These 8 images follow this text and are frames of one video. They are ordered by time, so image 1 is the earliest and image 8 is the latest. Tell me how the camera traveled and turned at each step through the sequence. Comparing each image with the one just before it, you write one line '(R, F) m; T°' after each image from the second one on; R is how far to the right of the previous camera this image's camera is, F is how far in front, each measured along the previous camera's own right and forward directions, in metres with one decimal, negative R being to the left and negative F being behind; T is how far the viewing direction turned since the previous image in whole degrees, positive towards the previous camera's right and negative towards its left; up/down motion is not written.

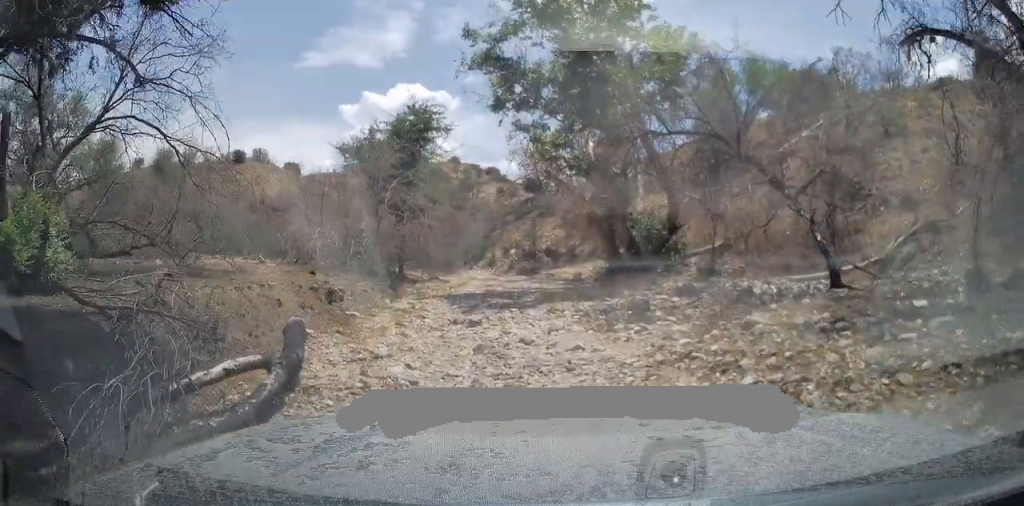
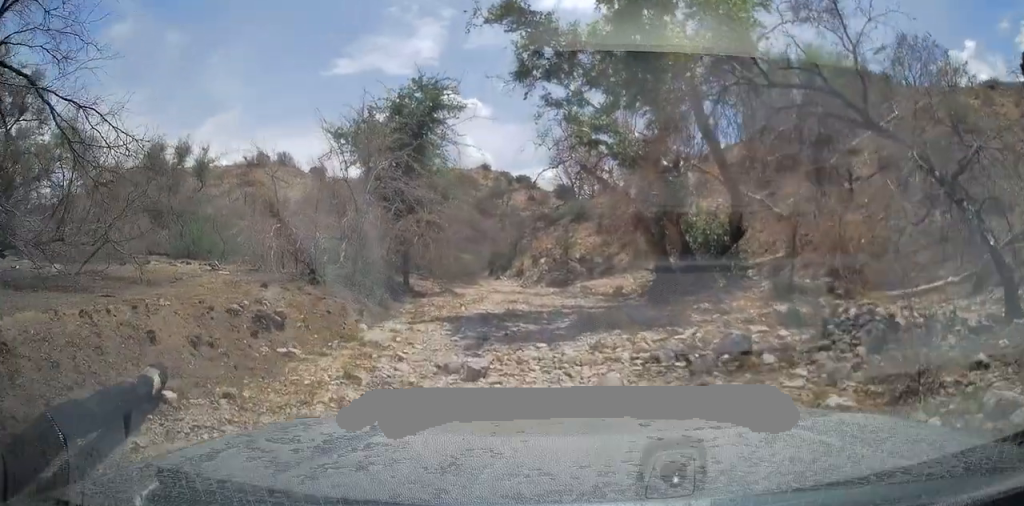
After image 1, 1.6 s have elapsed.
(-0.5, +4.2) m; +1°
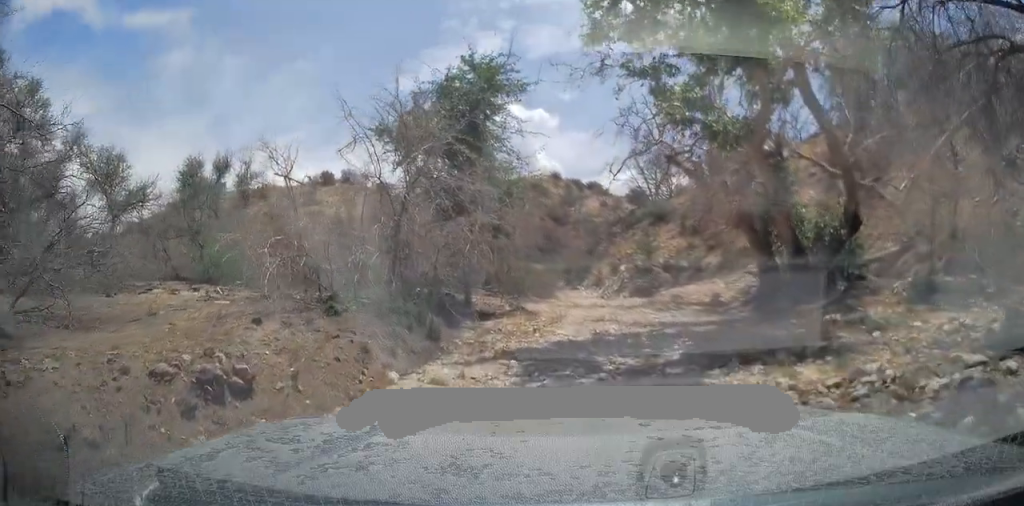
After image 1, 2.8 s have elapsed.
(+0.5, +3.3) m; +4°
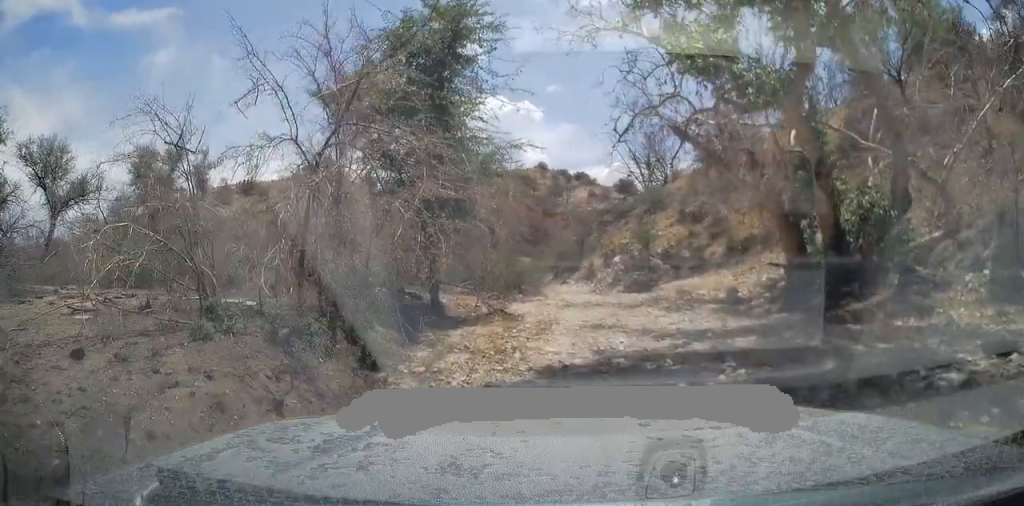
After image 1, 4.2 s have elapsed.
(-0.6, +3.5) m; -11°
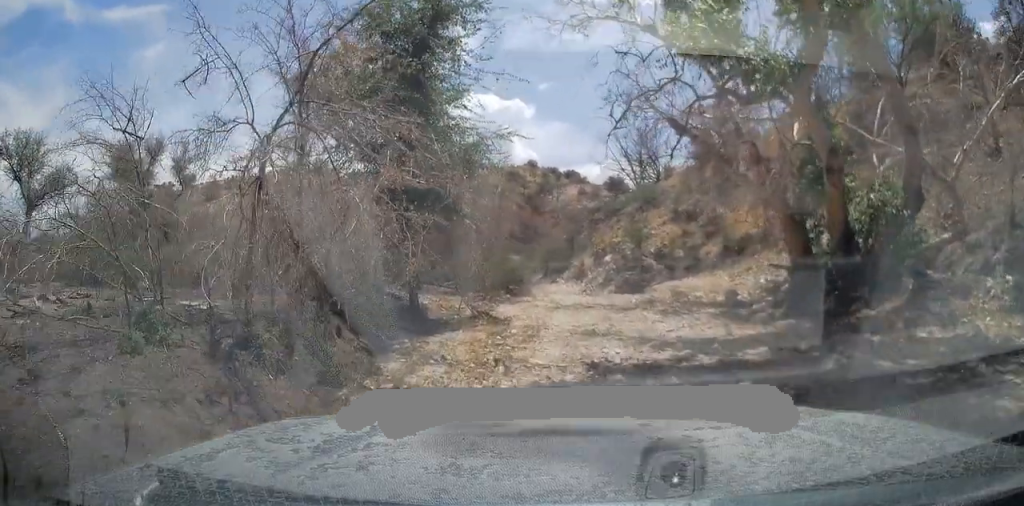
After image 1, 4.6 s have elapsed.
(0.0, +1.0) m; +7°
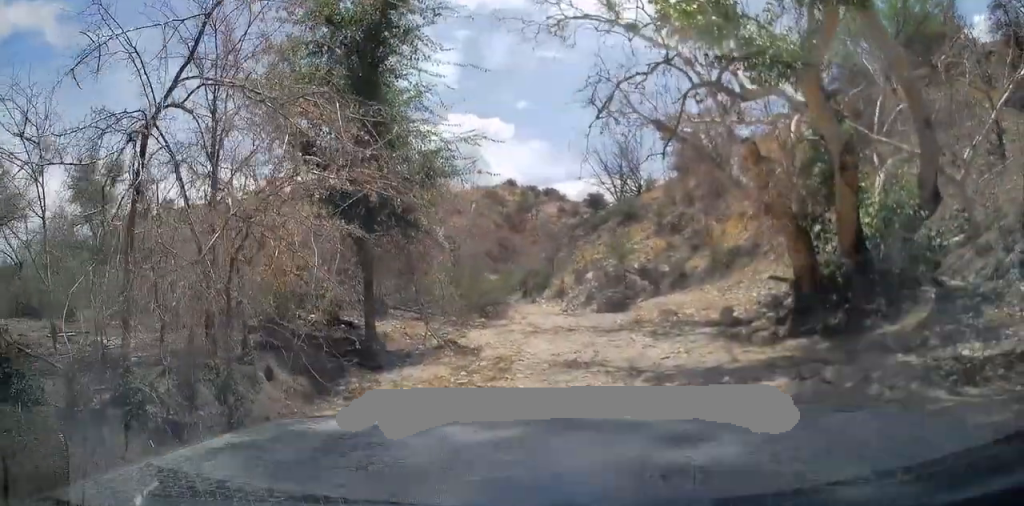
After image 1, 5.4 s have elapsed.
(+0.2, +1.7) m; +7°
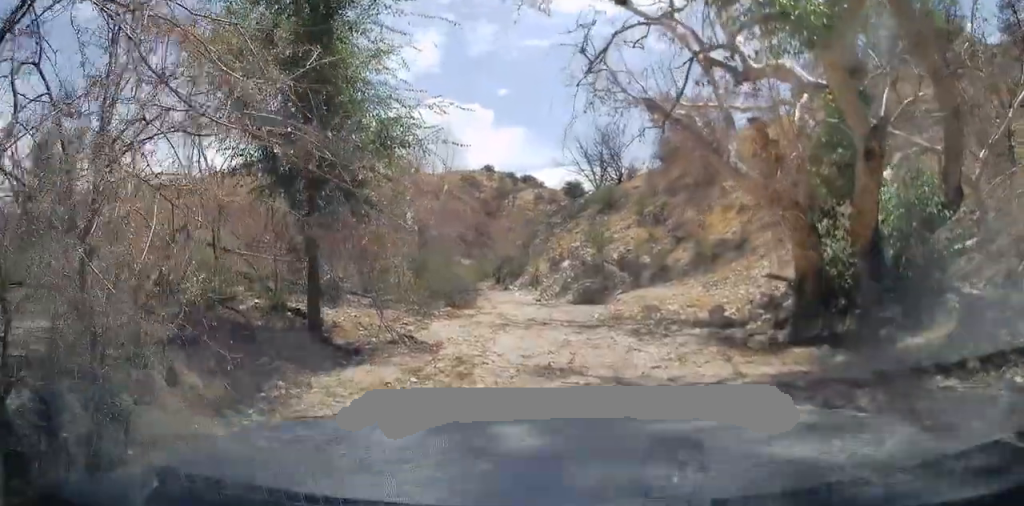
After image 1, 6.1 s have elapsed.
(+0.4, +1.6) m; -1°
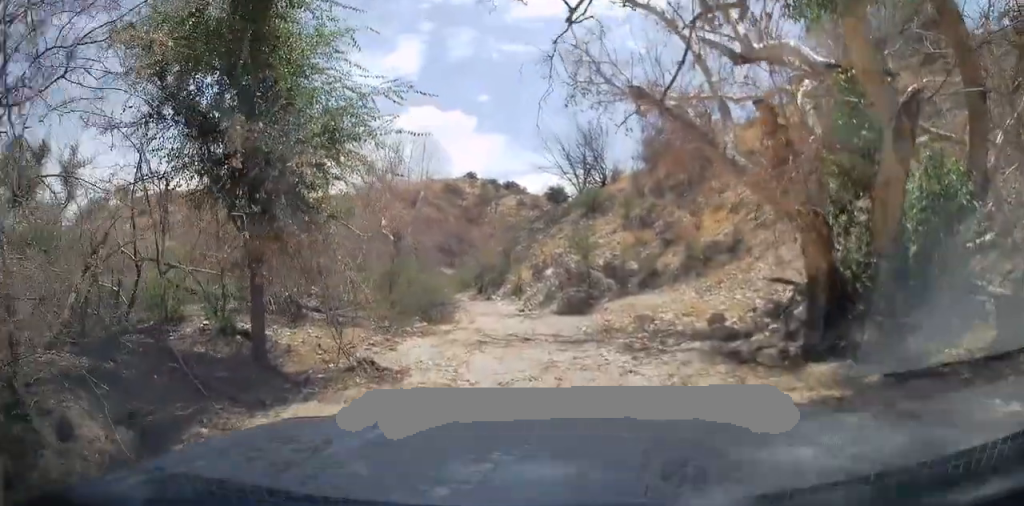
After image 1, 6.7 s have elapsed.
(-0.4, +1.5) m; -10°
